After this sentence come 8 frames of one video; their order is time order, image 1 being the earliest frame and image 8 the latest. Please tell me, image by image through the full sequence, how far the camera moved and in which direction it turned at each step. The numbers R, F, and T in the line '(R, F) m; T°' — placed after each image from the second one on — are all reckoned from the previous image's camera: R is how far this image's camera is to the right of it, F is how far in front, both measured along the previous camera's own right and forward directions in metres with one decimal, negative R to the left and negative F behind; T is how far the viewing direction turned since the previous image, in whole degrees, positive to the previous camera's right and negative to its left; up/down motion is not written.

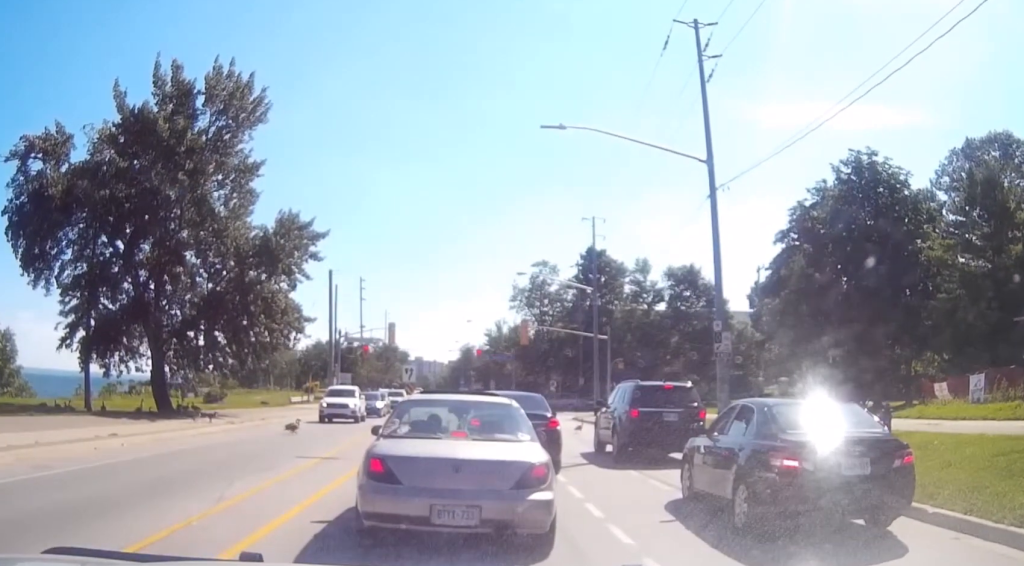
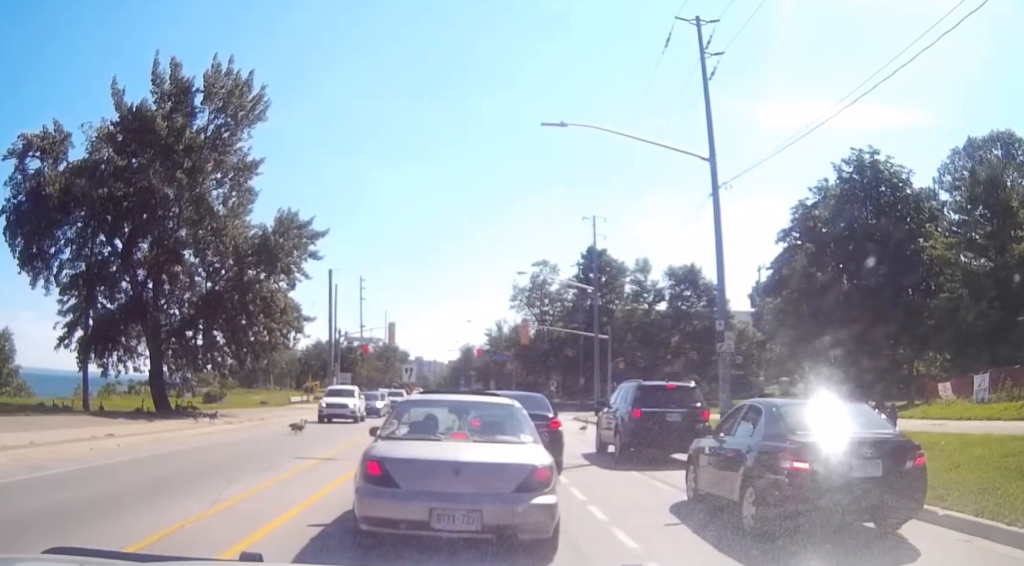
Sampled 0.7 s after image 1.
(+0.1, +0.1) m; 0°
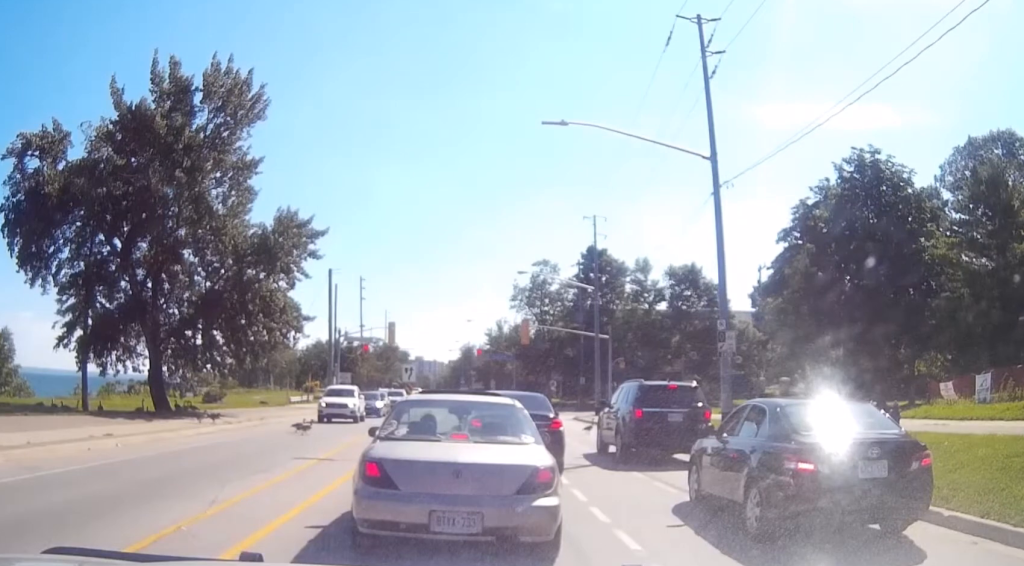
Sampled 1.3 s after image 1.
(0.0, +0.1) m; 0°
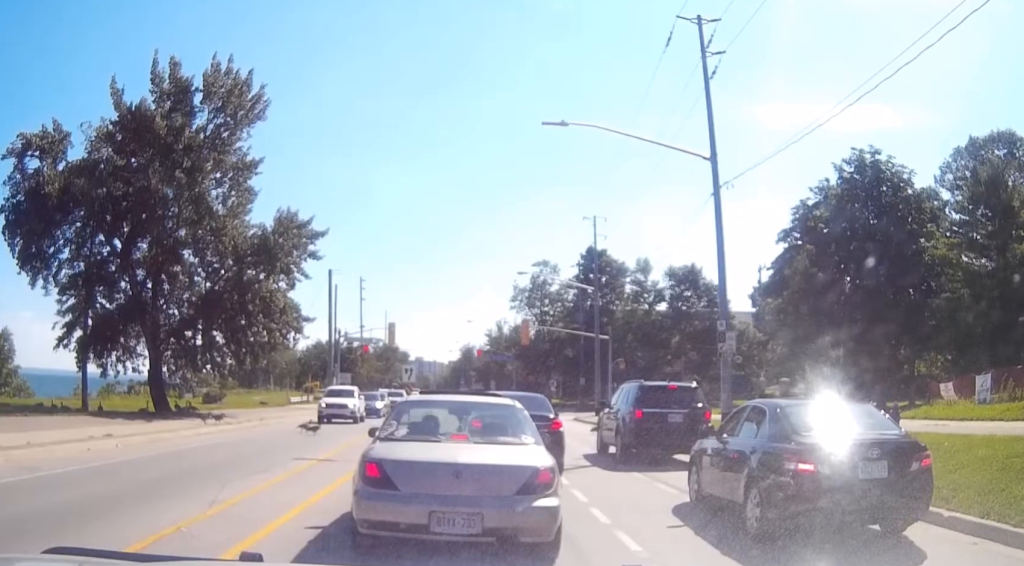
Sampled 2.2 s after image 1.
(-0.1, +0.1) m; 0°
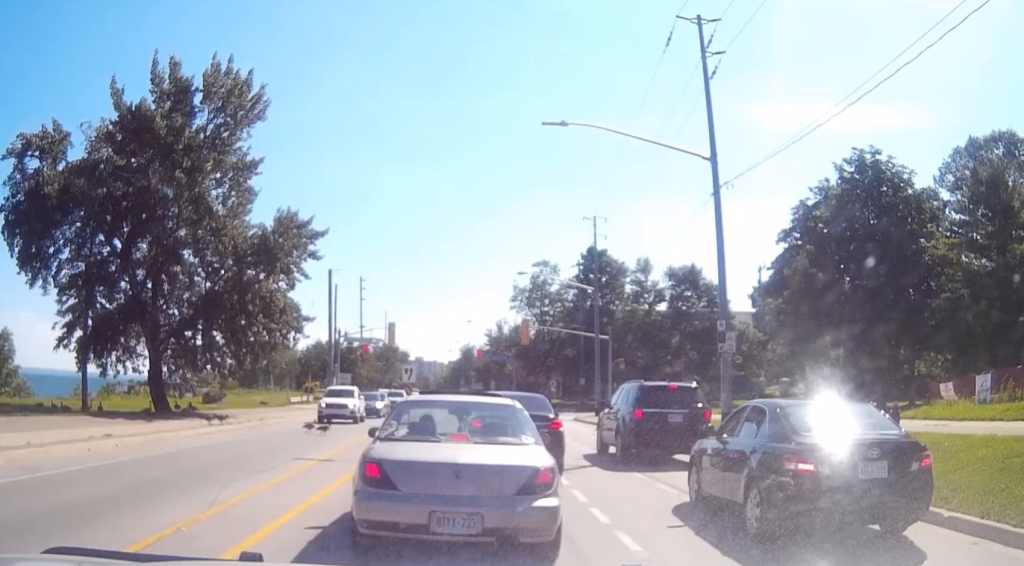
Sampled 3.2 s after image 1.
(-0.1, 0.0) m; 0°
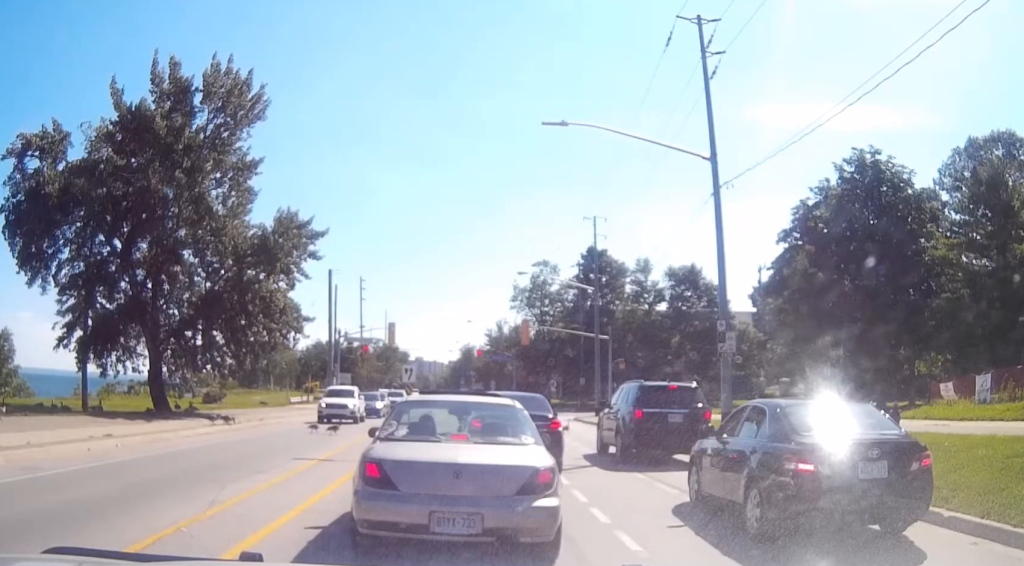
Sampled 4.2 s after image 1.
(0.0, 0.0) m; 0°
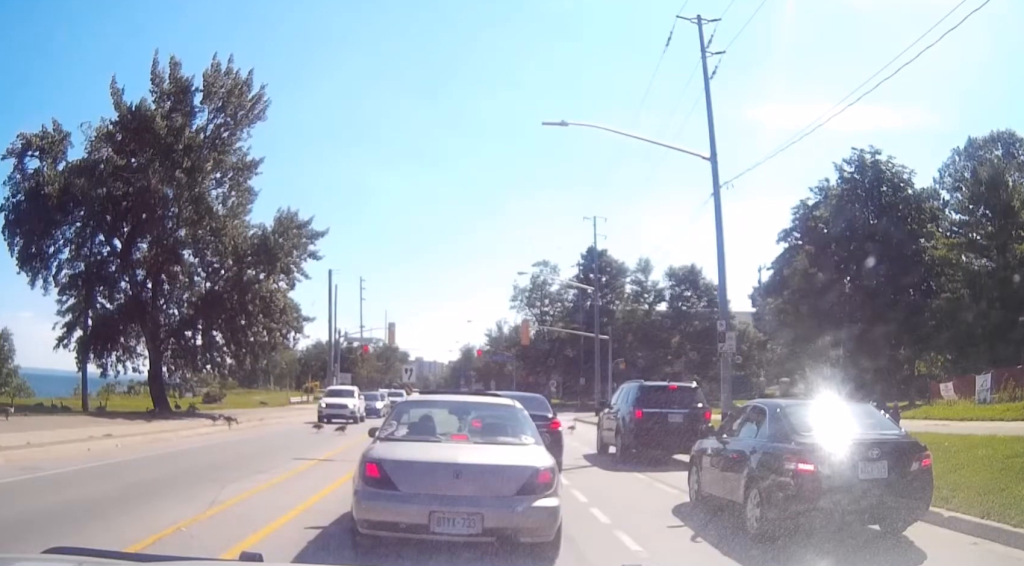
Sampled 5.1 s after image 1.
(+0.1, +0.1) m; 0°
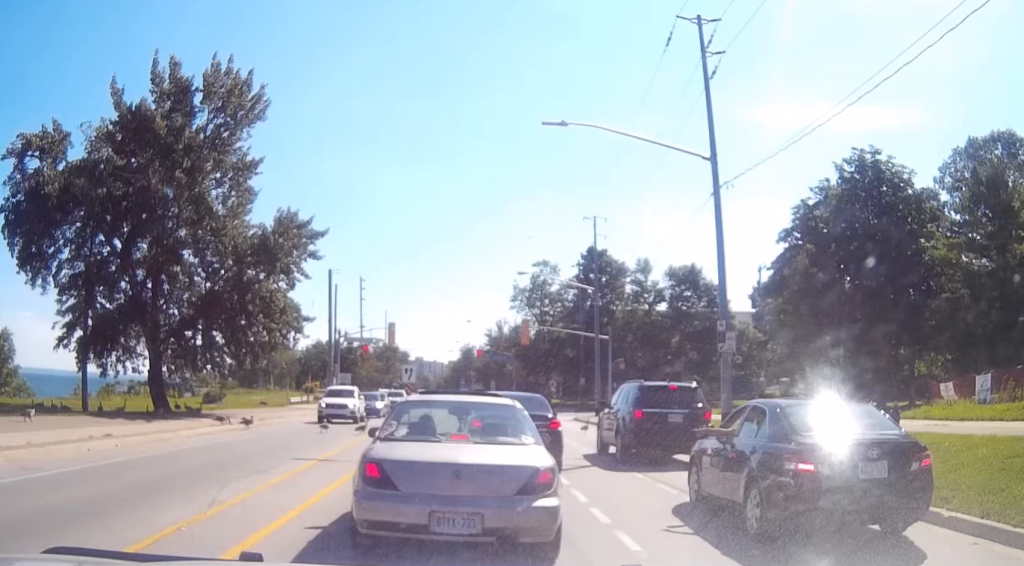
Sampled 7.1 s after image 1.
(0.0, +0.1) m; 0°
